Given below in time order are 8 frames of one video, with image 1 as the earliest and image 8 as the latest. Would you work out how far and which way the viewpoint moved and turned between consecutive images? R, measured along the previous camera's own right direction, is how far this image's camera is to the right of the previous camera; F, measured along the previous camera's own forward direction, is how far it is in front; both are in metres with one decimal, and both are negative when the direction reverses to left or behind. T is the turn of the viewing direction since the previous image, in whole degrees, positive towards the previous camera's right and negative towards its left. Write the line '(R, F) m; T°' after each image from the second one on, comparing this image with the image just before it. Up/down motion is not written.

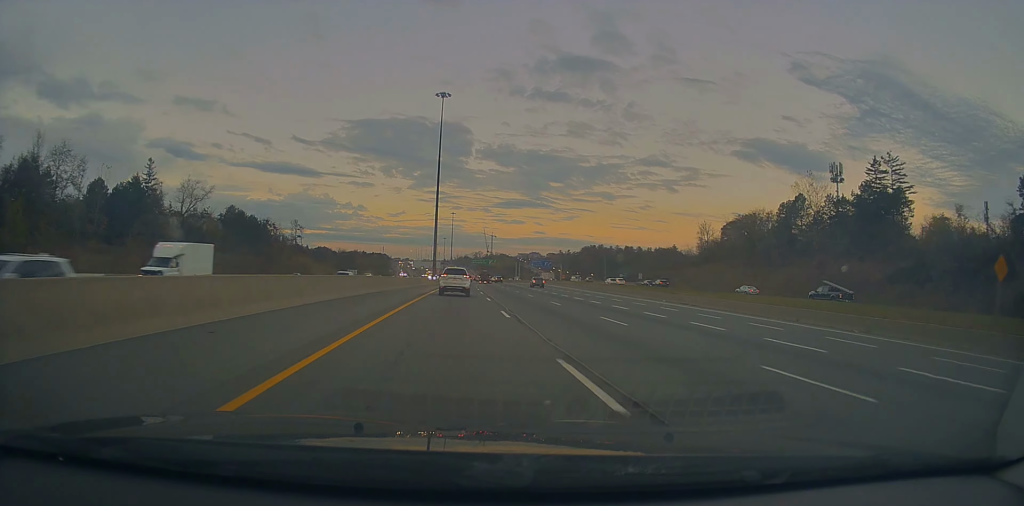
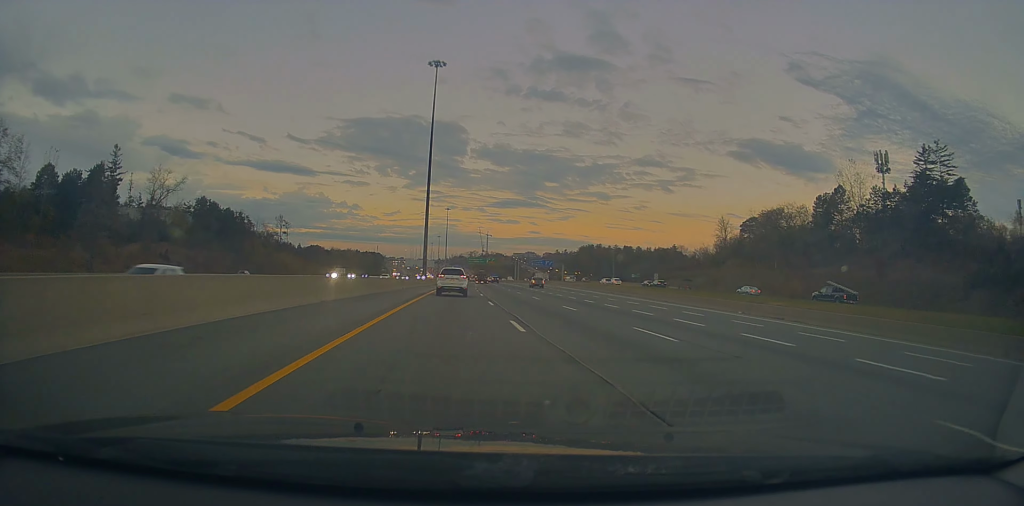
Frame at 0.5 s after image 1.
(+0.1, +16.6) m; 0°
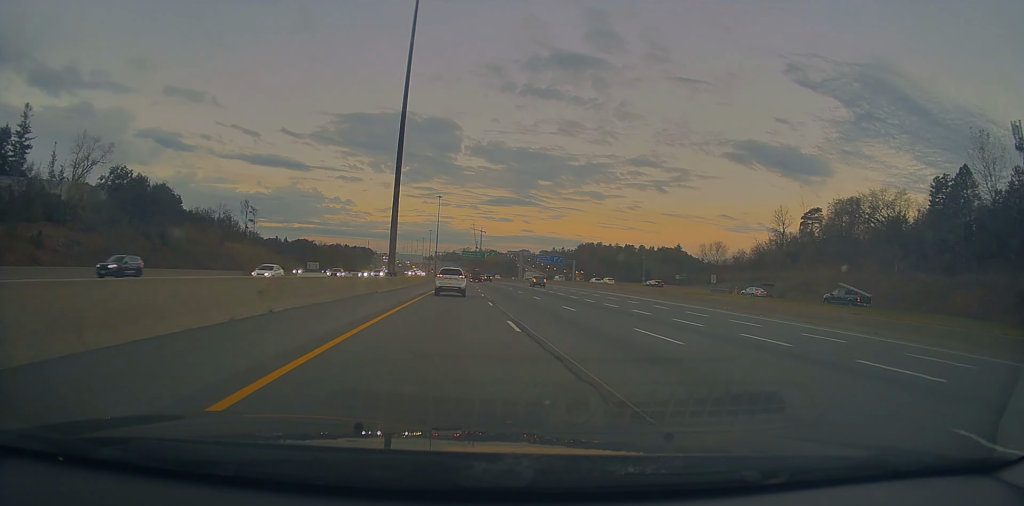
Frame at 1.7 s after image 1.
(+0.1, +36.4) m; 0°
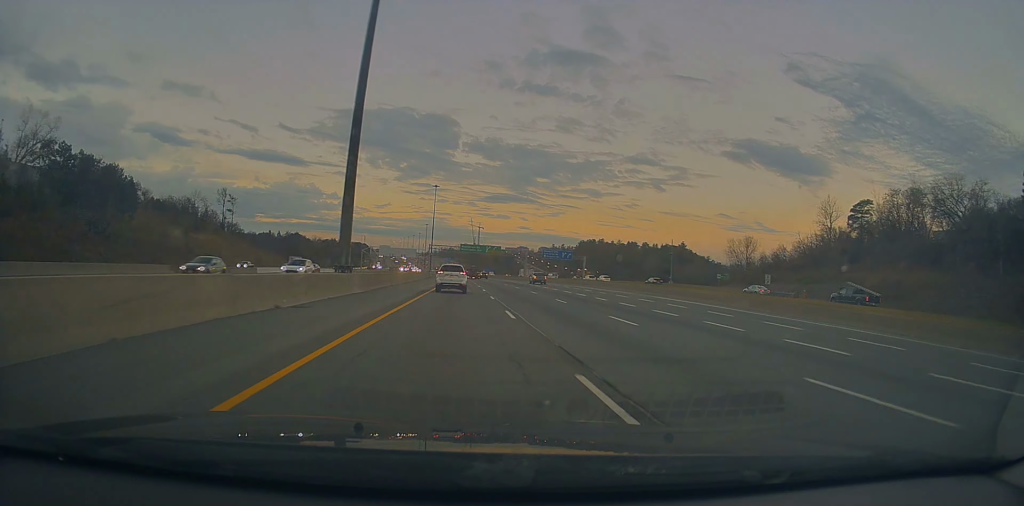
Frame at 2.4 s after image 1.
(+0.1, +20.7) m; +1°
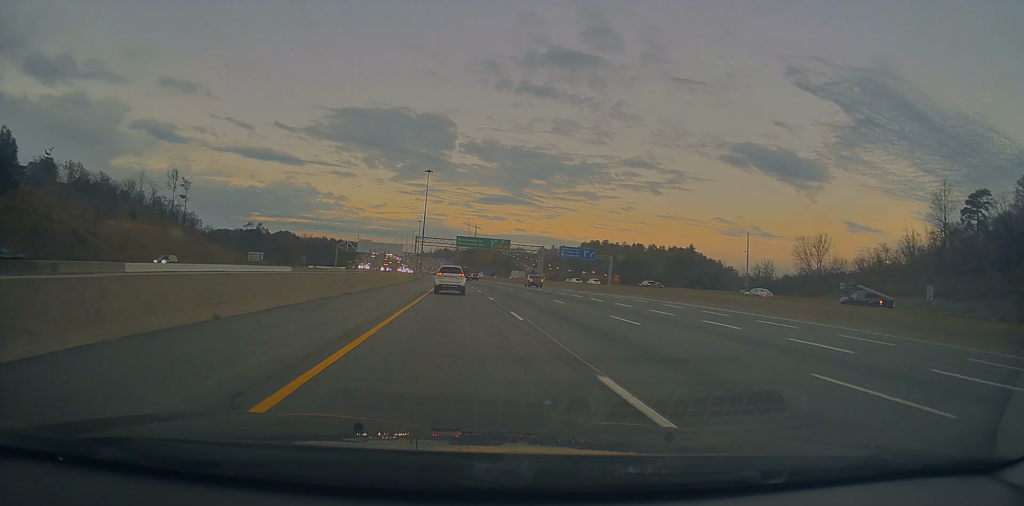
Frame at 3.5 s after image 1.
(+0.3, +36.4) m; 0°
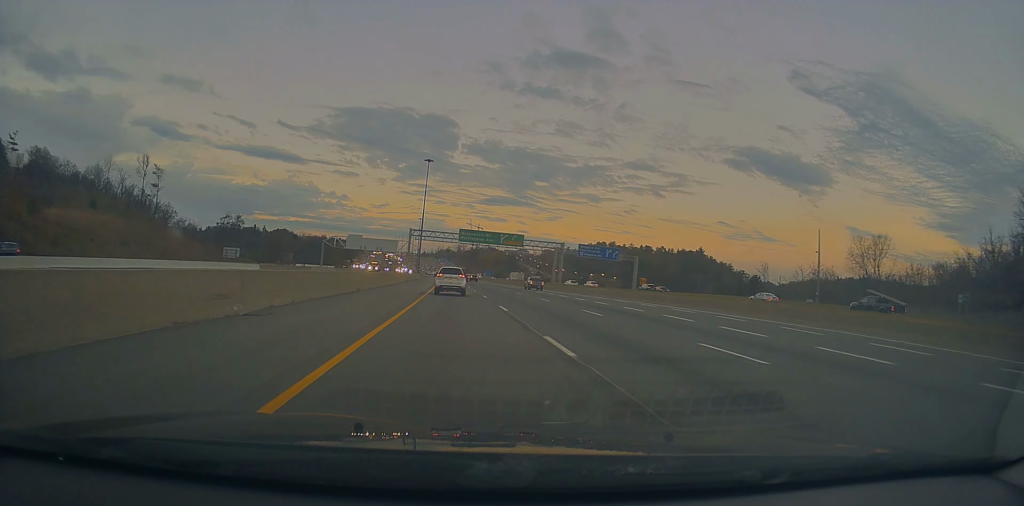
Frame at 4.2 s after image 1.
(-0.2, +19.7) m; -1°
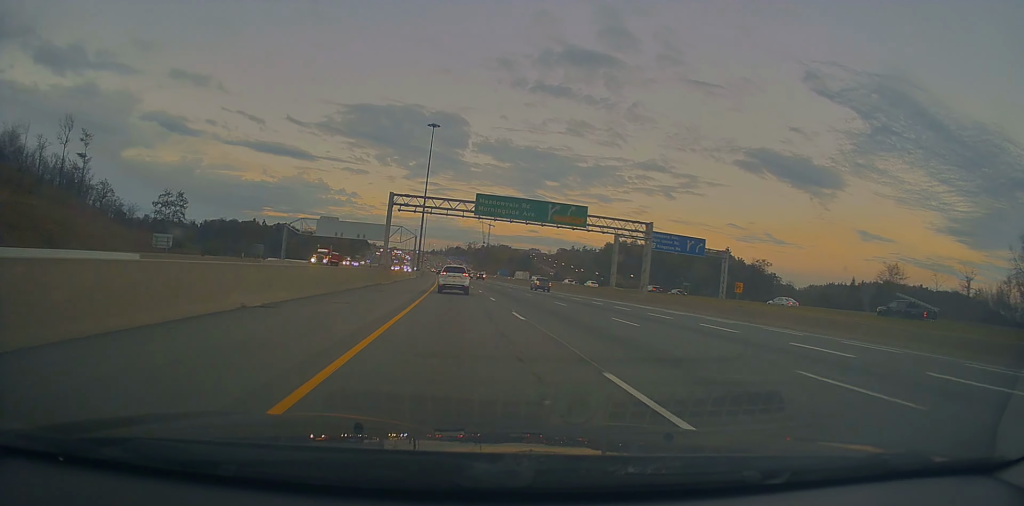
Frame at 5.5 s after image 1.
(-0.3, +40.6) m; 0°
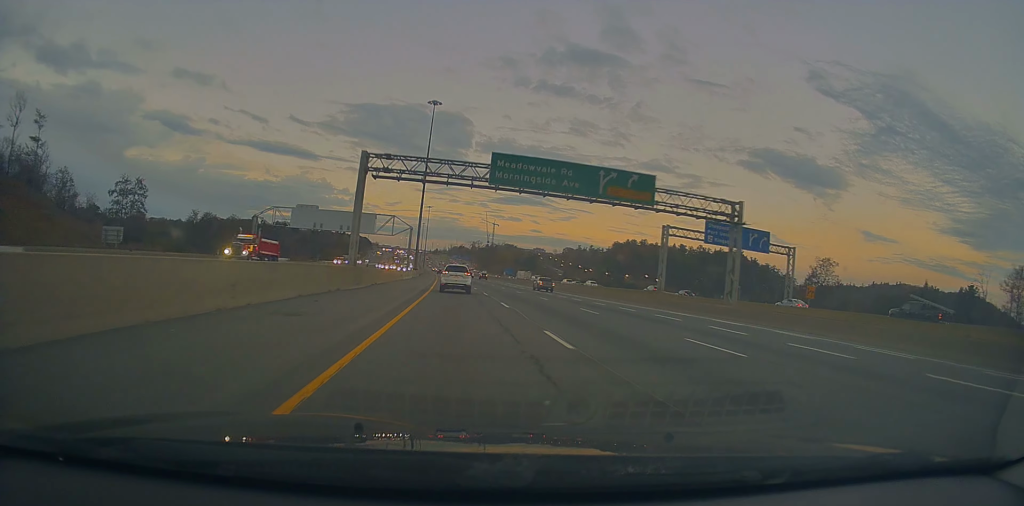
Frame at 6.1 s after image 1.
(0.0, +18.6) m; 0°
